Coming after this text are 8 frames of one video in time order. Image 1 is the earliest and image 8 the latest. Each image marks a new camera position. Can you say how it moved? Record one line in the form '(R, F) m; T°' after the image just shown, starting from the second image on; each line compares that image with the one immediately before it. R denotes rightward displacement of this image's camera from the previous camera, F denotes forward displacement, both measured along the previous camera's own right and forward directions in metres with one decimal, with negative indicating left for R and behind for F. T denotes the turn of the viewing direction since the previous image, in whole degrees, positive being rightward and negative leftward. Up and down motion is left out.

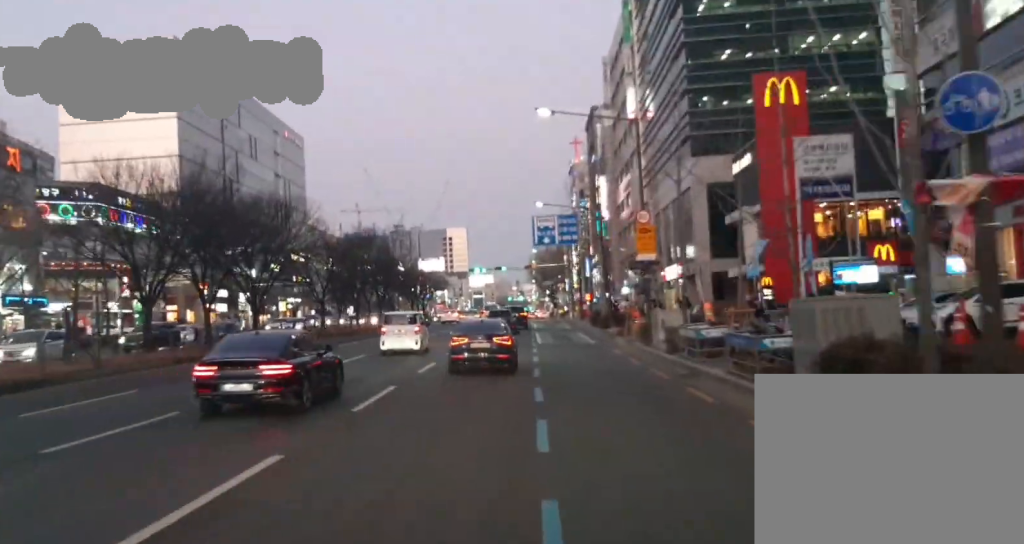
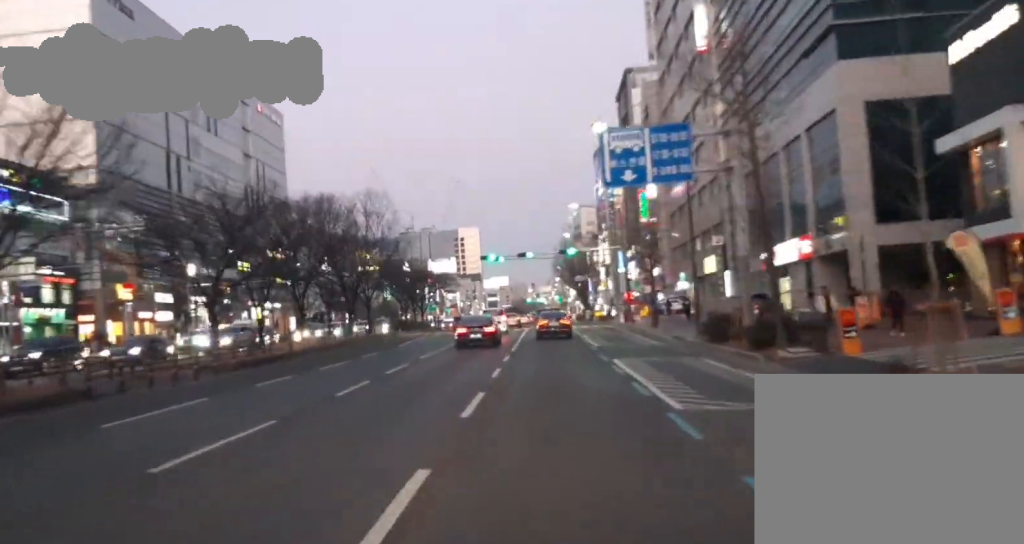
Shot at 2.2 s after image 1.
(+1.0, +29.7) m; +4°
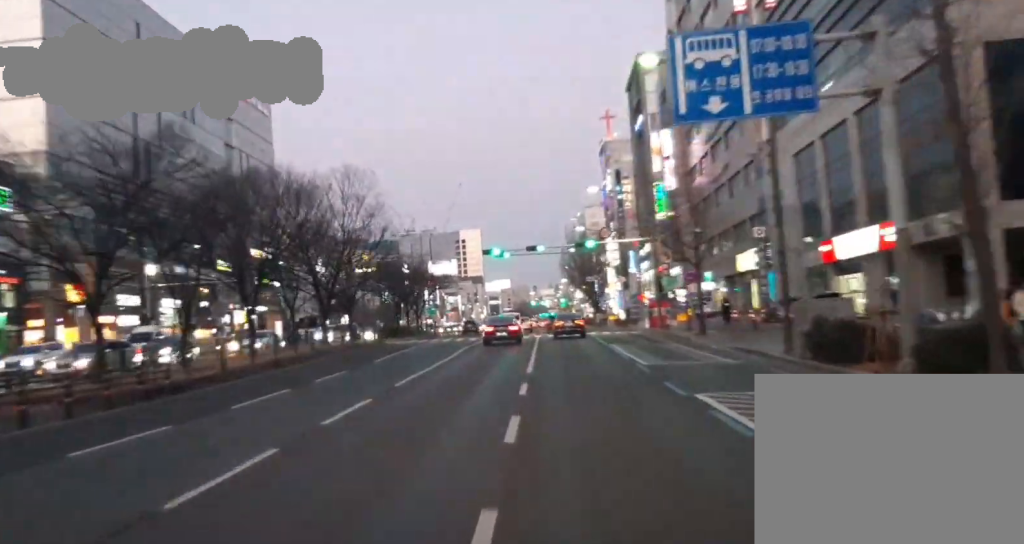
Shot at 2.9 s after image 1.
(+0.1, +10.5) m; 0°
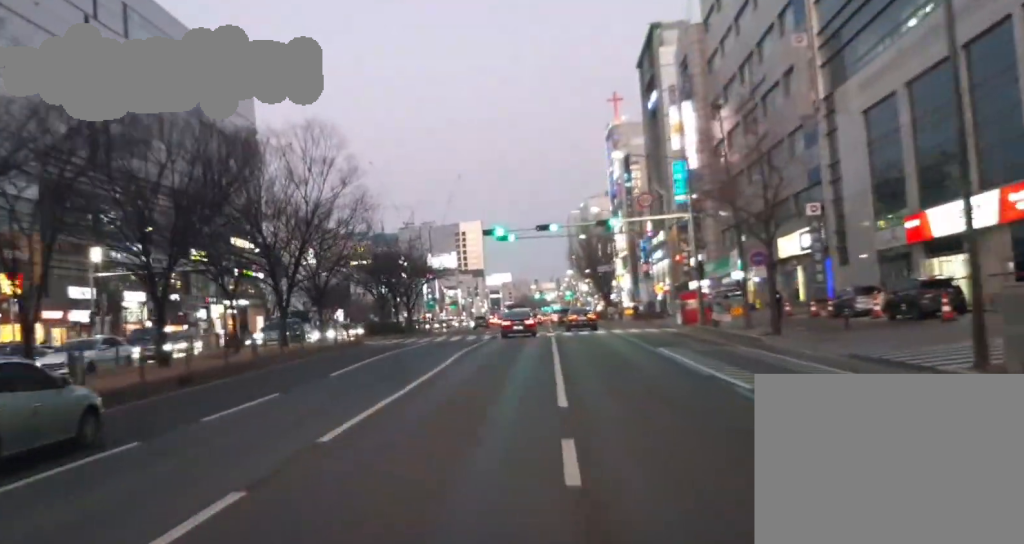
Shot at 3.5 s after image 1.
(-0.1, +9.6) m; -2°
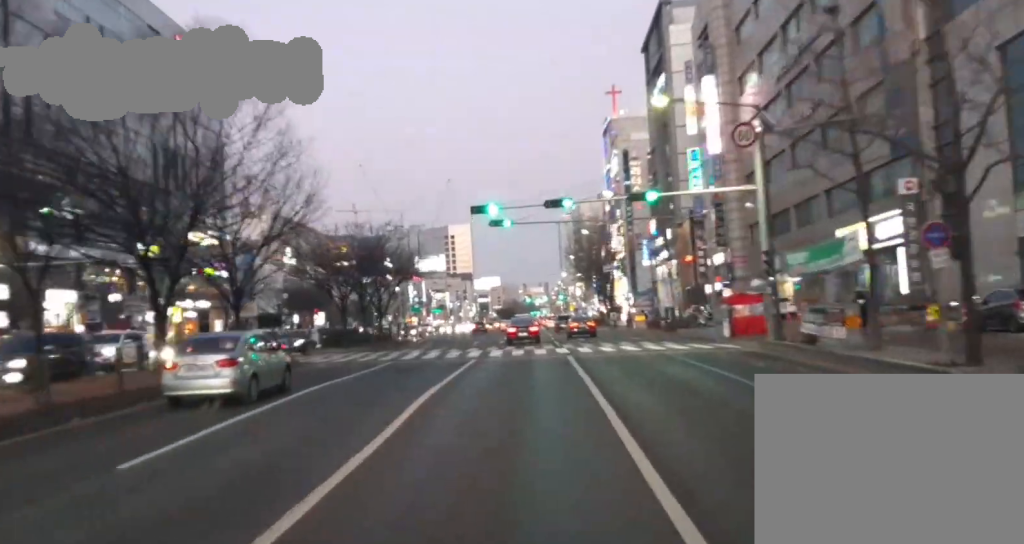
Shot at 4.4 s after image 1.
(-0.3, +13.2) m; -1°
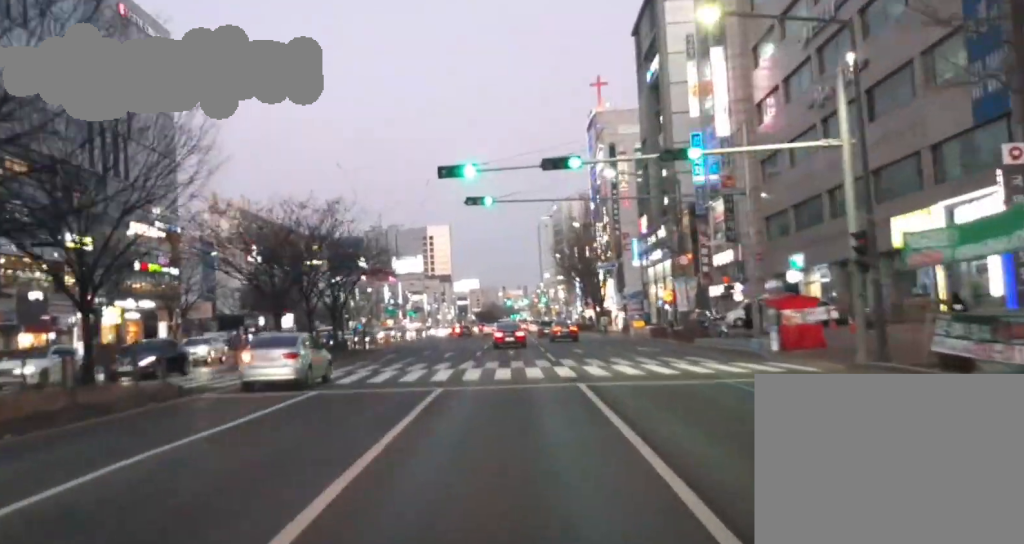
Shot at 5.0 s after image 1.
(-0.5, +9.9) m; 0°
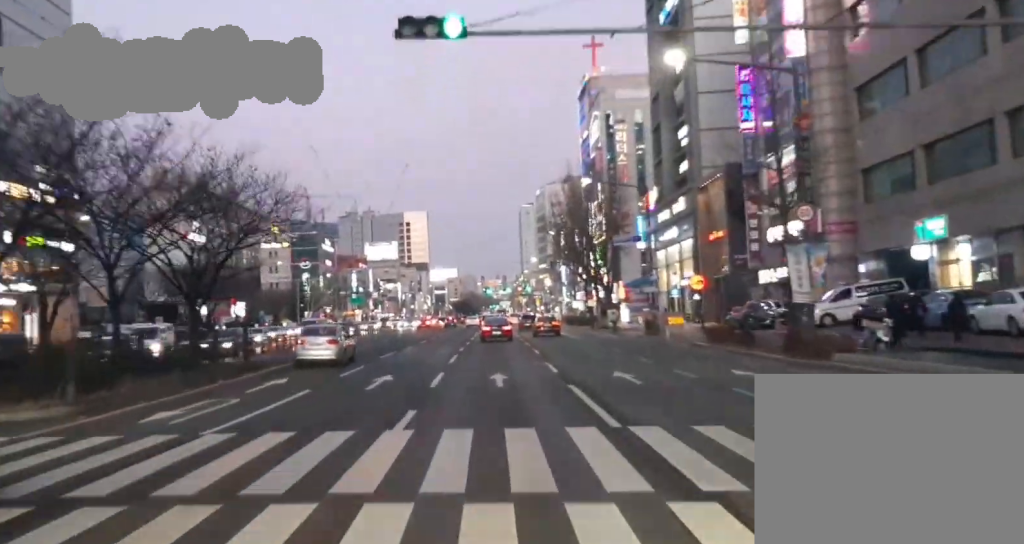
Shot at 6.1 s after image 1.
(+1.0, +20.6) m; +3°
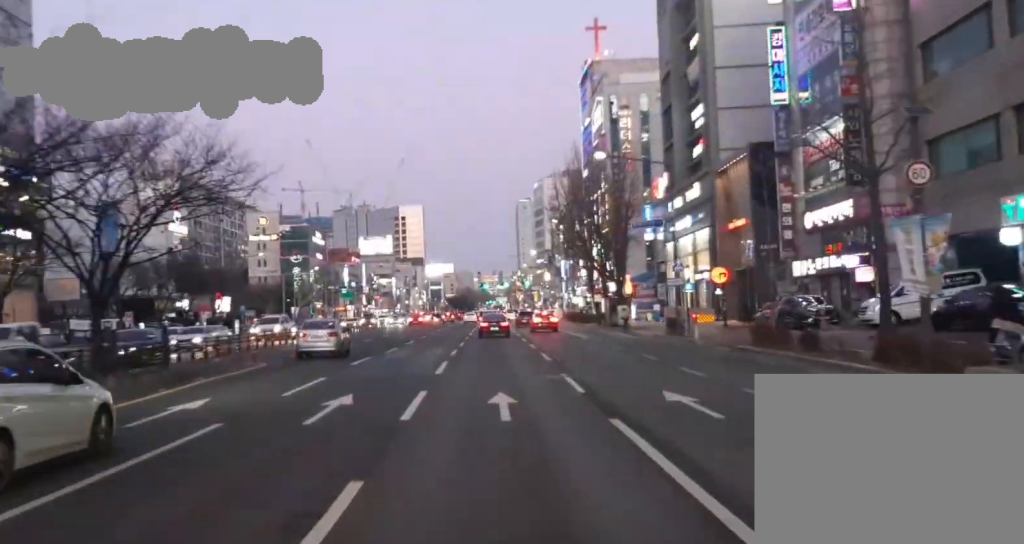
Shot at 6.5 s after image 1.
(0.0, +7.4) m; 0°
